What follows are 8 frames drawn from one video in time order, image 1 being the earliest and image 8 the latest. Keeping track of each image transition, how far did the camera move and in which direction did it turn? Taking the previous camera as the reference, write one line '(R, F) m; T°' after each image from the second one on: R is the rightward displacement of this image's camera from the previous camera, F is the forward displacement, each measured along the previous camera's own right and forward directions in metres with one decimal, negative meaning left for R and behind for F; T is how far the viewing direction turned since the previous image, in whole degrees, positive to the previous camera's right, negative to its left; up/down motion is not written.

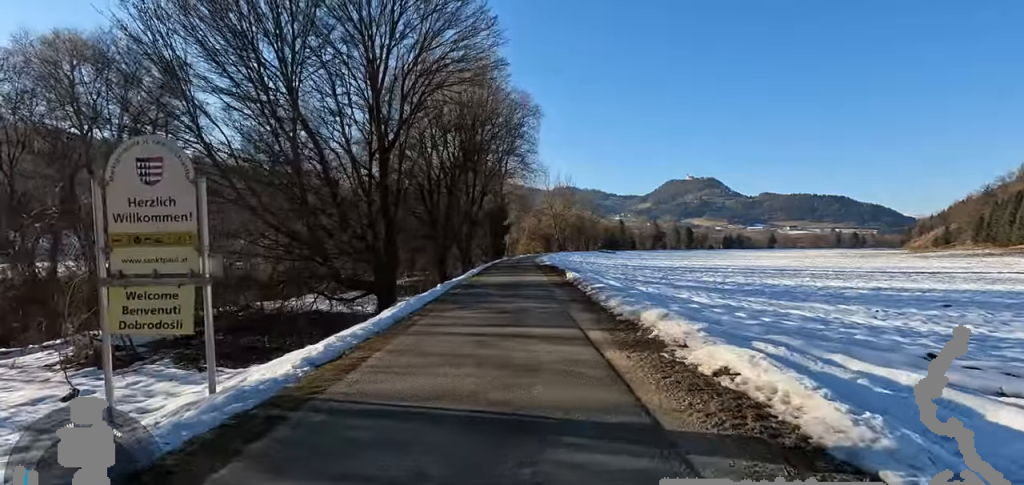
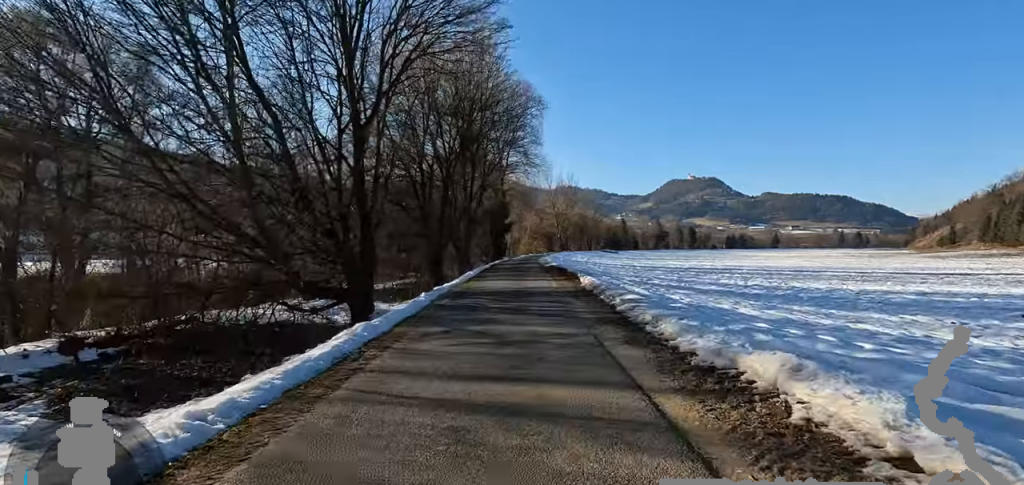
(+1.0, +3.3) m; 0°
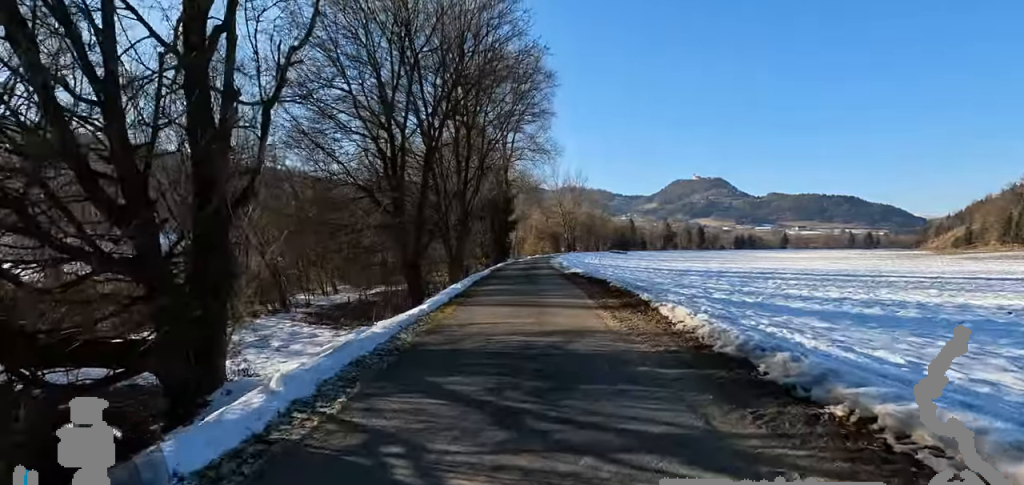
(-0.8, +8.3) m; 0°
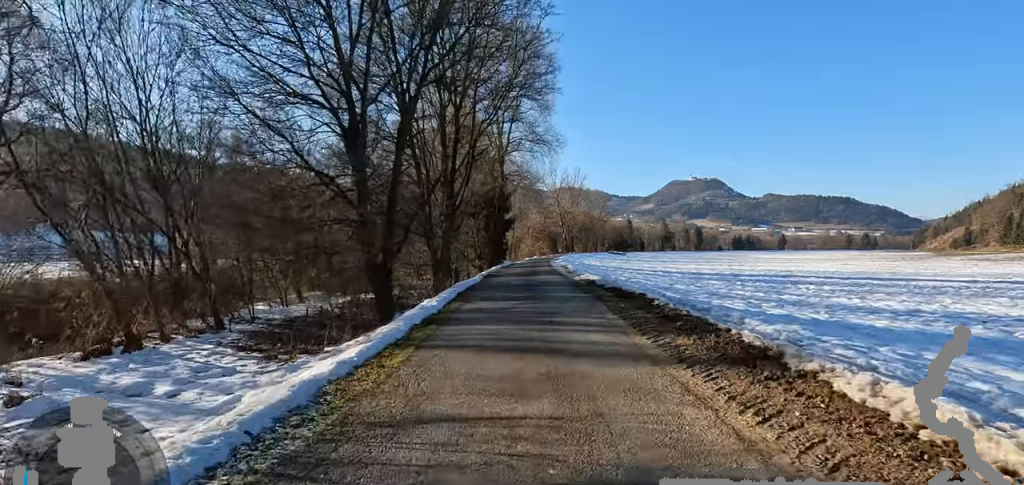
(+0.4, +4.6) m; 0°
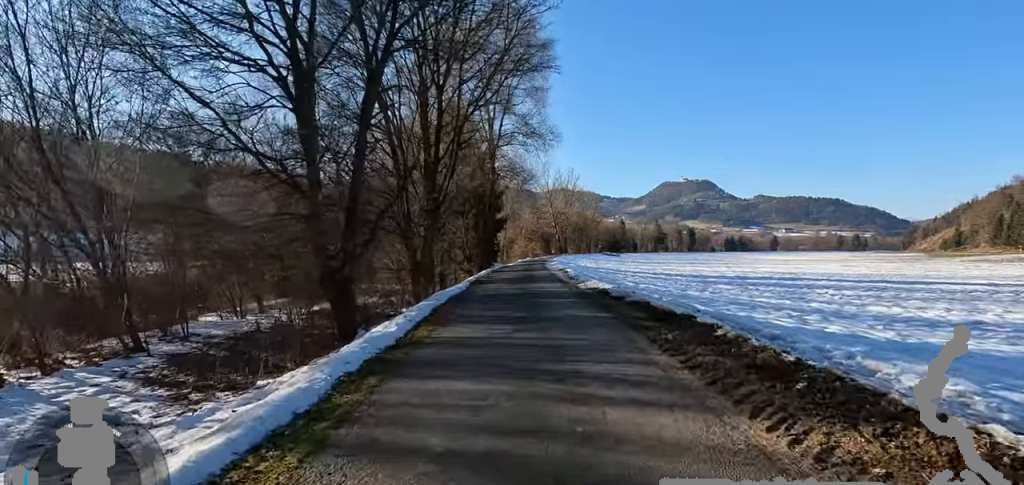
(-1.0, +3.3) m; 0°
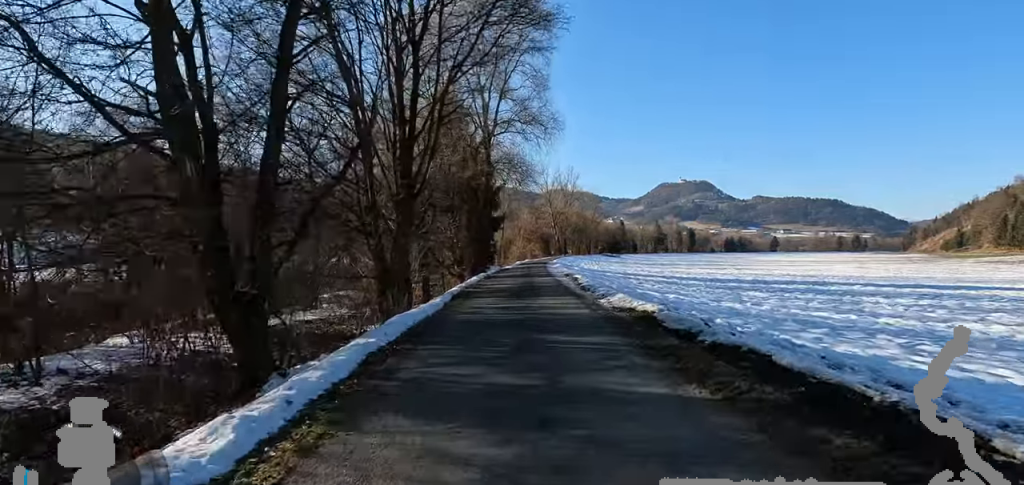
(+1.0, +4.6) m; 0°
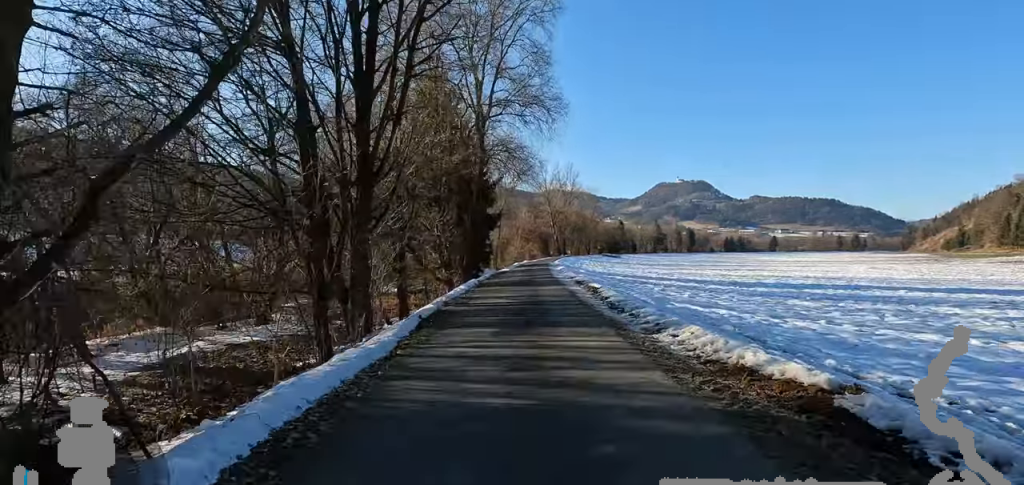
(-0.5, +4.9) m; 0°
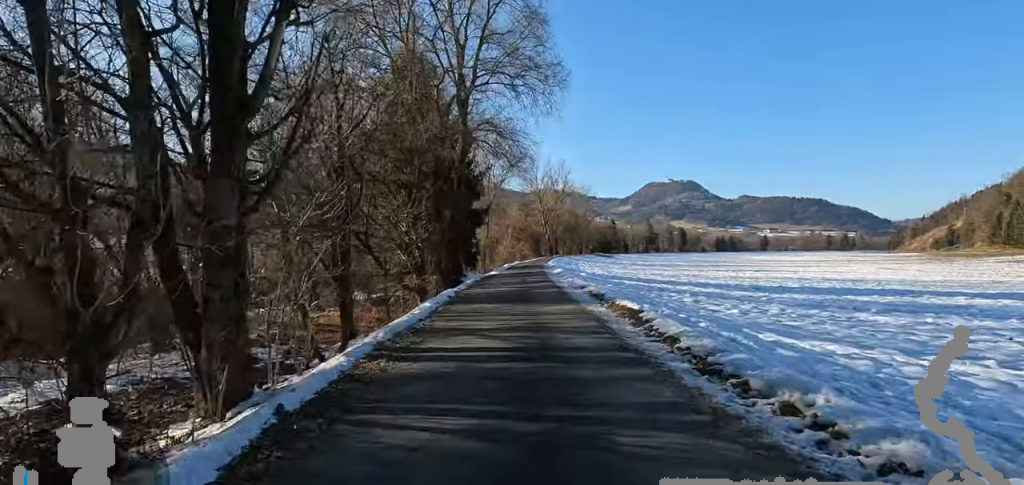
(+0.4, +5.7) m; 0°
